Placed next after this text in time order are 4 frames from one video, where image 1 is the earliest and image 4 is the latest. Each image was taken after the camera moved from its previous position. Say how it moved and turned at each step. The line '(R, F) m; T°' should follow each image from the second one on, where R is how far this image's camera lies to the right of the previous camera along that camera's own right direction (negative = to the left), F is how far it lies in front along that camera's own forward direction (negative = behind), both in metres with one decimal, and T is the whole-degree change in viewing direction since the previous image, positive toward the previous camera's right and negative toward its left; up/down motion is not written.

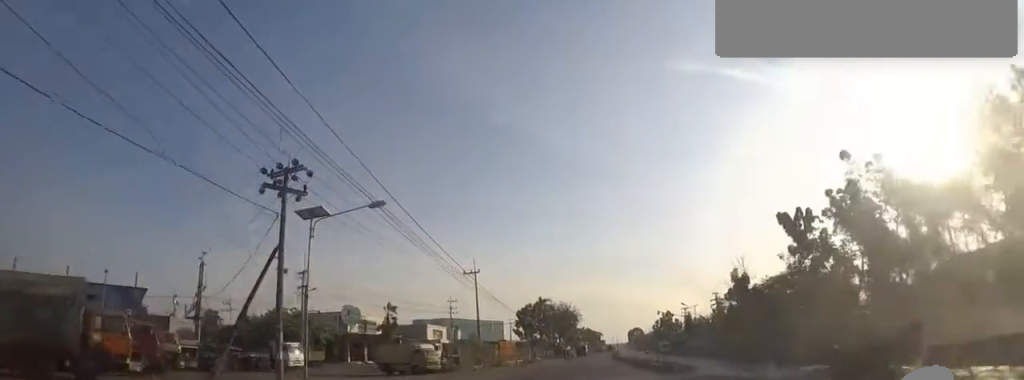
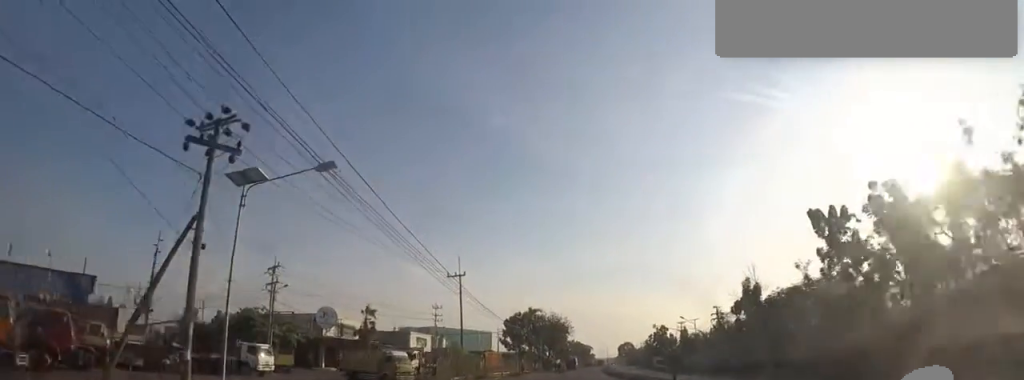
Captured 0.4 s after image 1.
(+0.5, +4.8) m; +2°
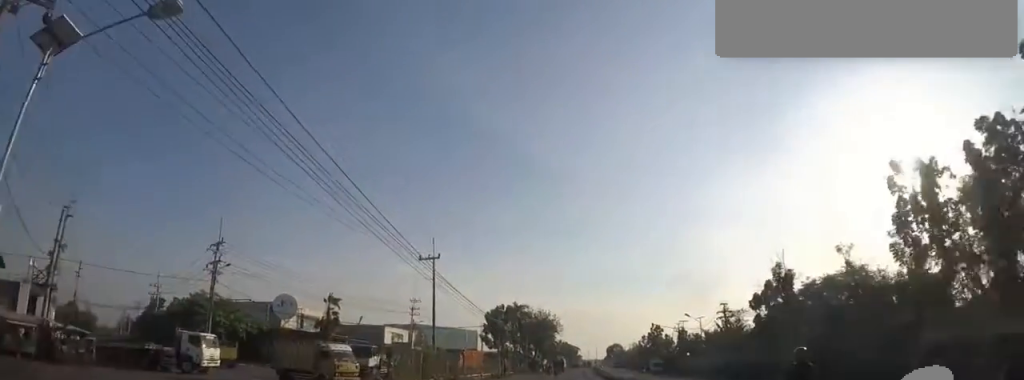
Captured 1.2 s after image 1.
(-0.2, +8.0) m; -2°
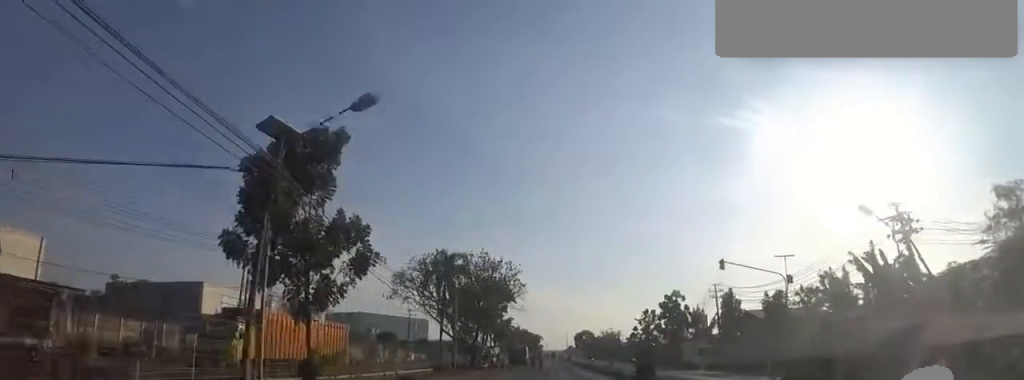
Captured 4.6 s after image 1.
(+0.6, +40.7) m; +5°
